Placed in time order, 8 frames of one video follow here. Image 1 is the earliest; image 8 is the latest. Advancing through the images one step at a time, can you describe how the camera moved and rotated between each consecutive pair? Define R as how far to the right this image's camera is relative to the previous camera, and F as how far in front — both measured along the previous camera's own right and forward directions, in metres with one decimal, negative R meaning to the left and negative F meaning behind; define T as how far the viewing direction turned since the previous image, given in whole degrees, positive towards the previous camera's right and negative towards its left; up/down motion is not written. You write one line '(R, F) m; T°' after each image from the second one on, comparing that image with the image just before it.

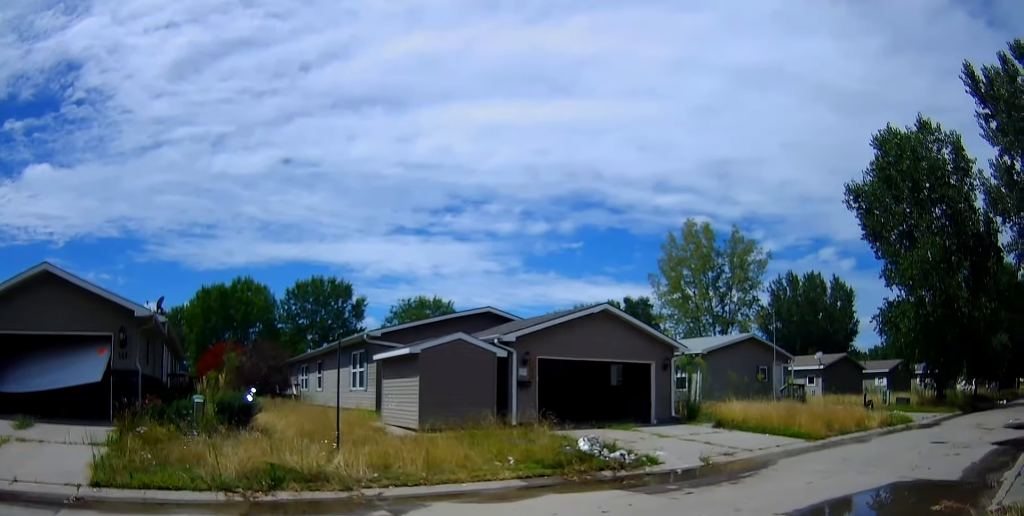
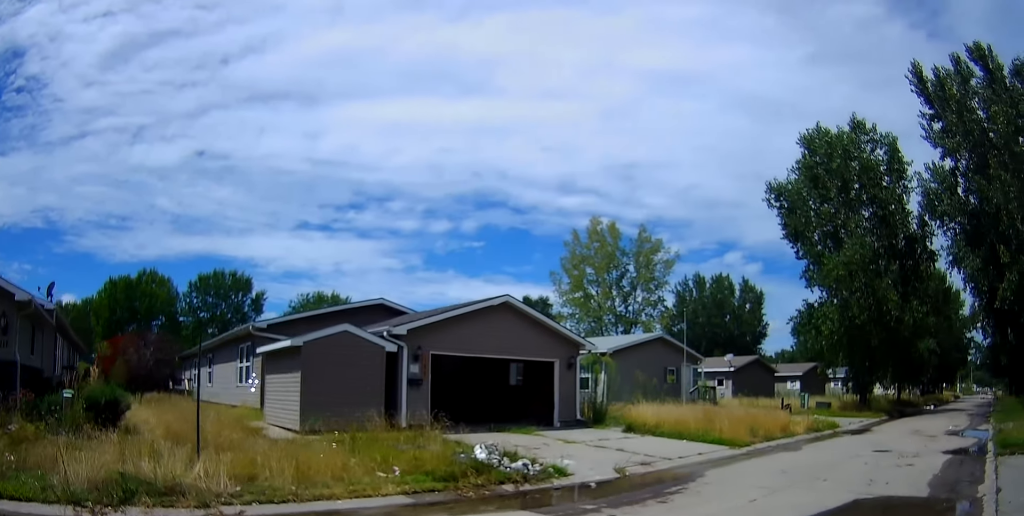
(0.0, +1.5) m; +5°
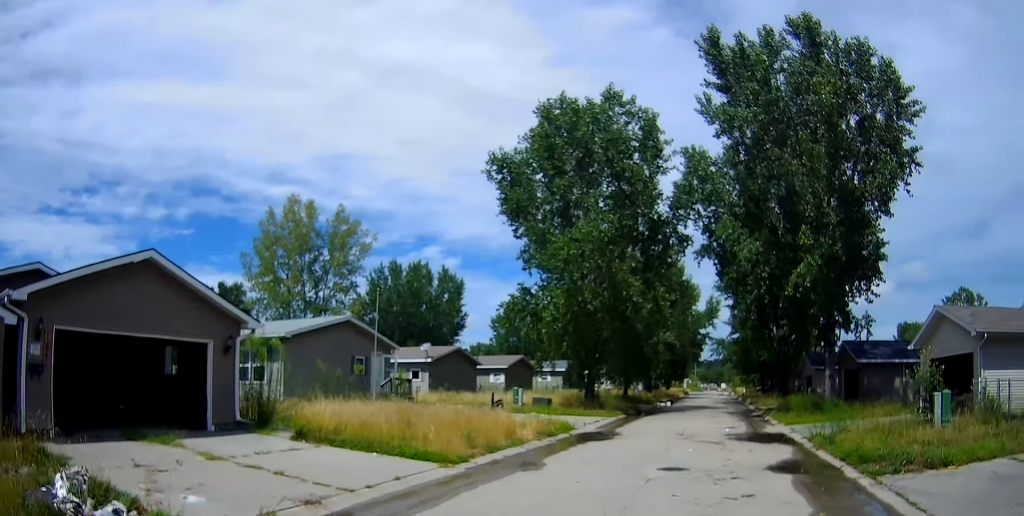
(+0.6, +4.7) m; +16°
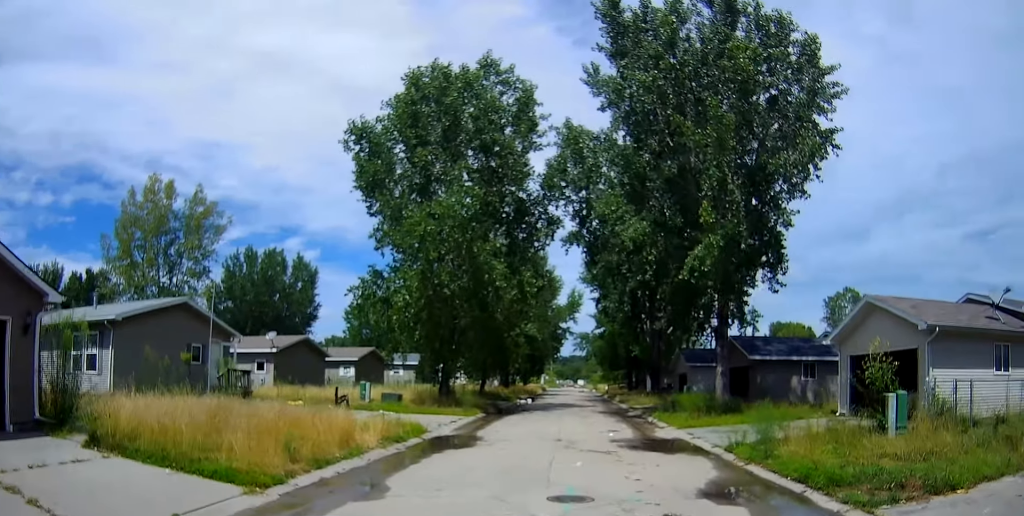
(0.0, +3.1) m; +15°
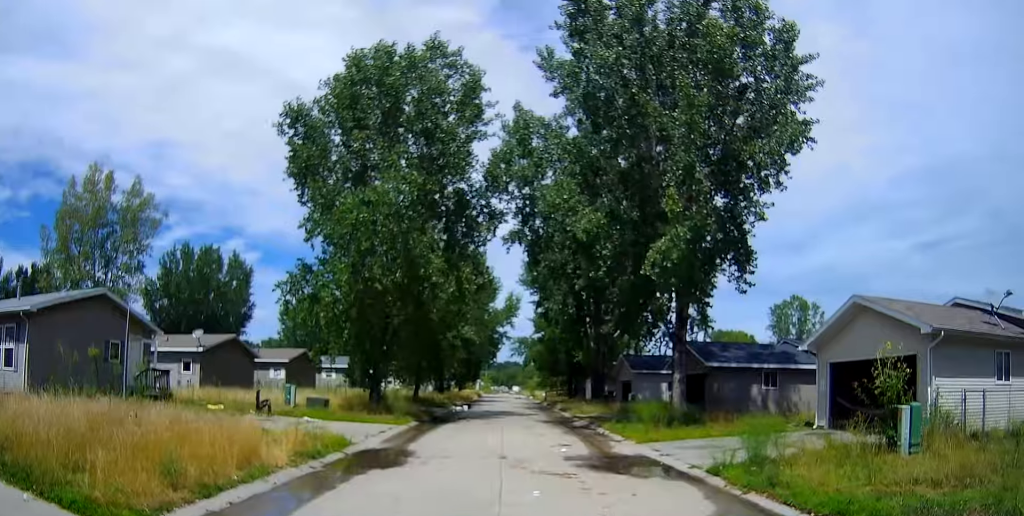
(+0.6, +2.2) m; +10°
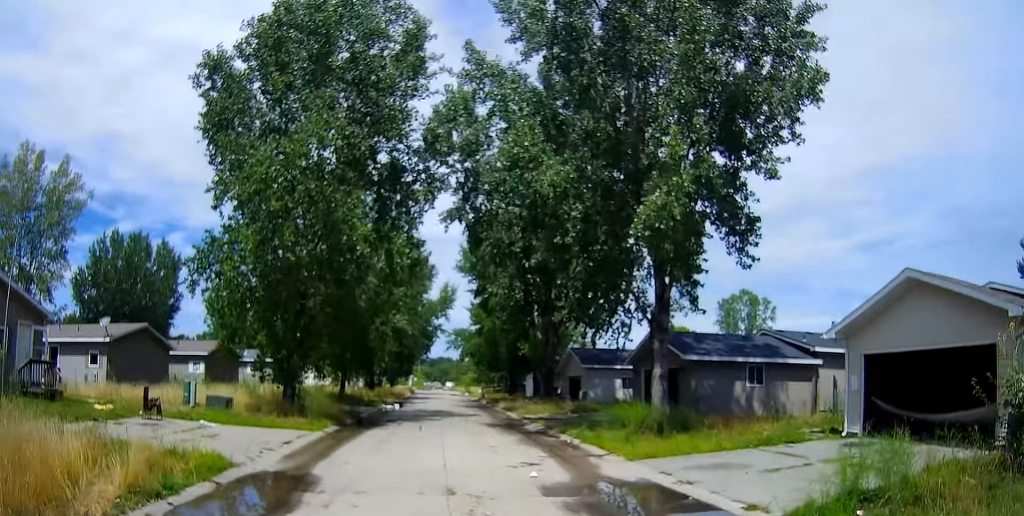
(+0.7, +4.4) m; +10°
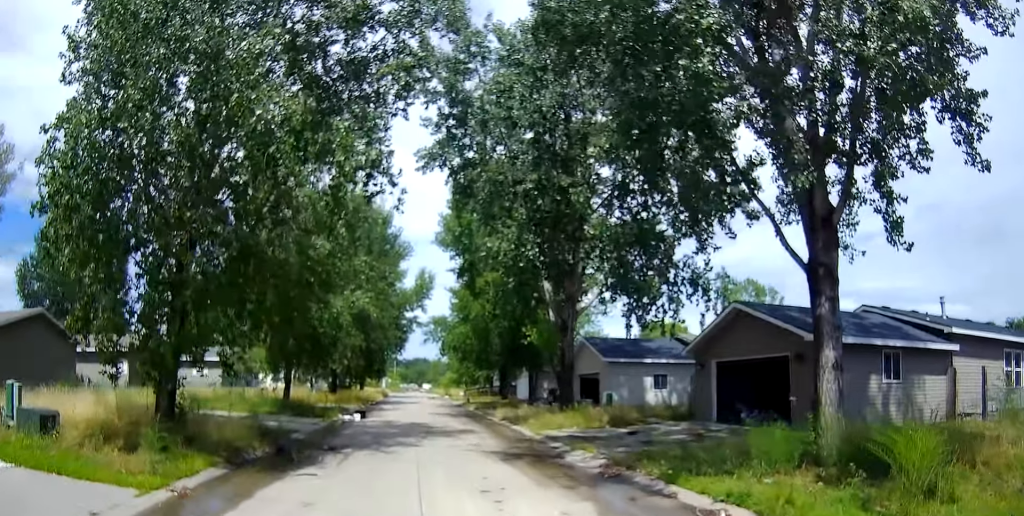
(+0.4, +9.6) m; +3°
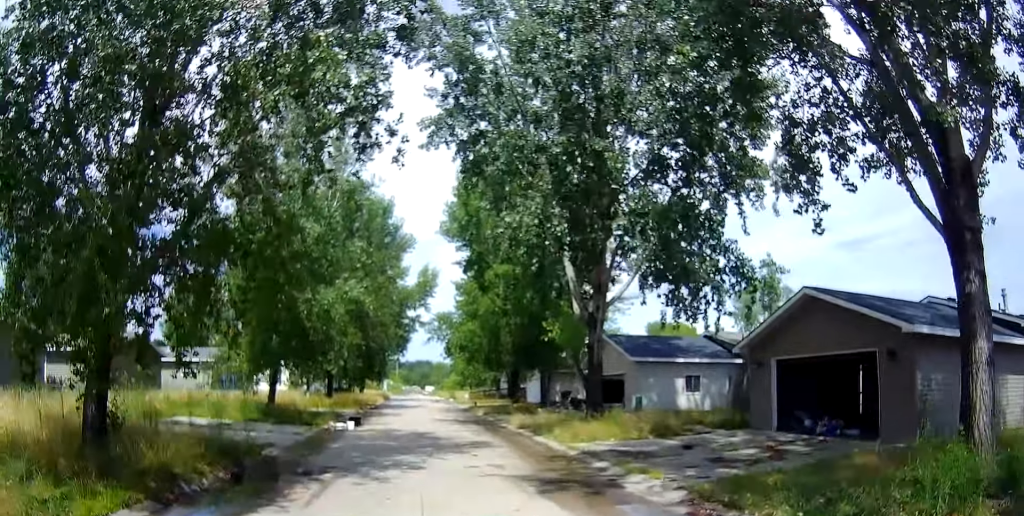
(0.0, +3.7) m; 0°
